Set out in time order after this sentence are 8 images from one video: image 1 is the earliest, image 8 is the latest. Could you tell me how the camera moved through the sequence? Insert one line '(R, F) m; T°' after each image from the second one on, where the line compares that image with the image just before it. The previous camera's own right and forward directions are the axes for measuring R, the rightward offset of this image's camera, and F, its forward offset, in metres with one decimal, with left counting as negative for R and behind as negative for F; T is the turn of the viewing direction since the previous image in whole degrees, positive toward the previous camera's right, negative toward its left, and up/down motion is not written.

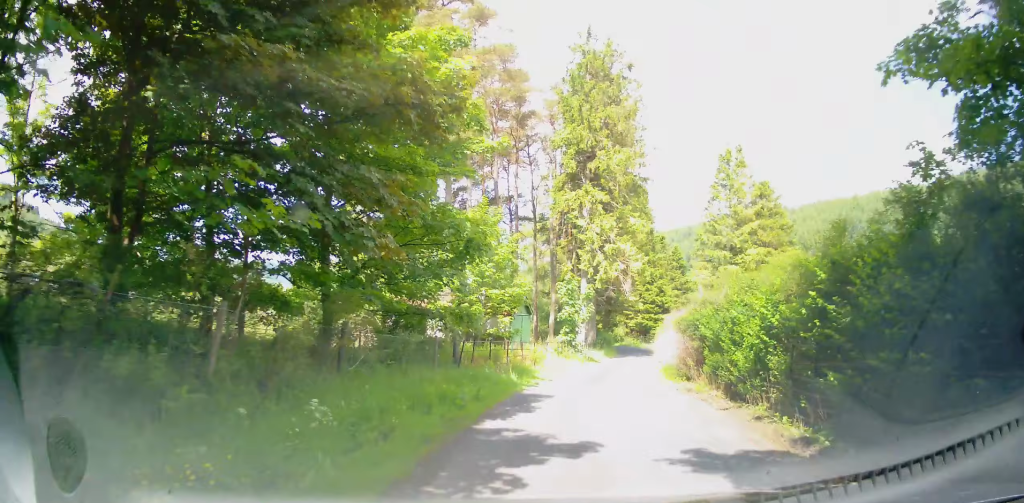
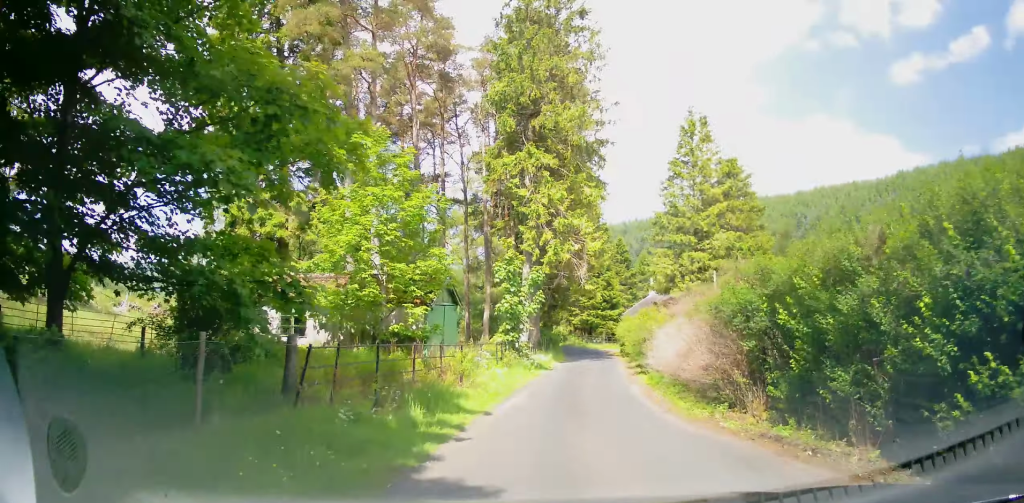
(+0.5, +8.0) m; +4°
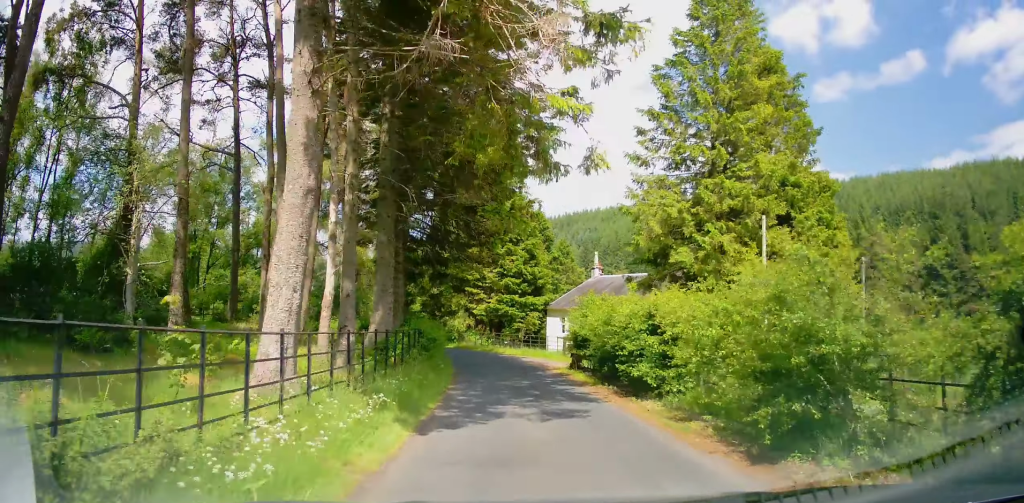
(+2.3, +23.0) m; +10°
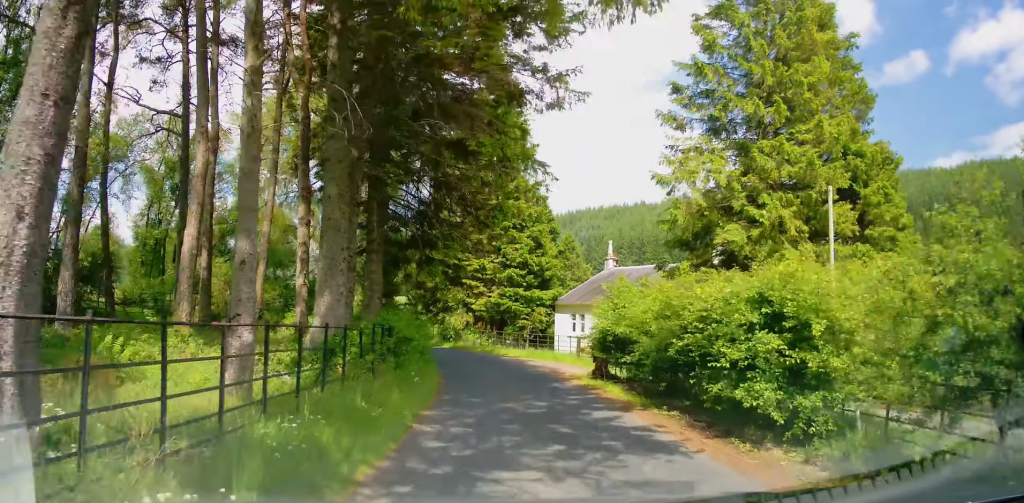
(0.0, +4.9) m; 0°
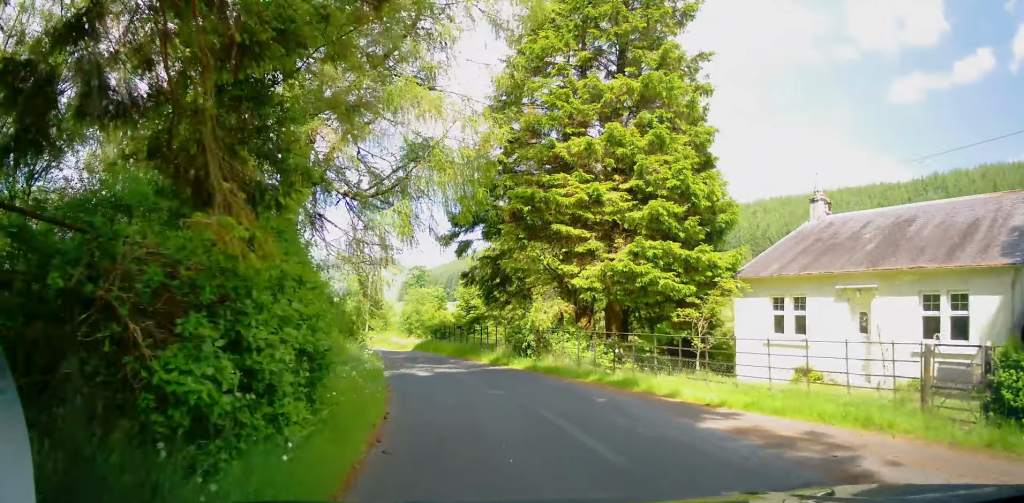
(-1.0, +19.9) m; -8°
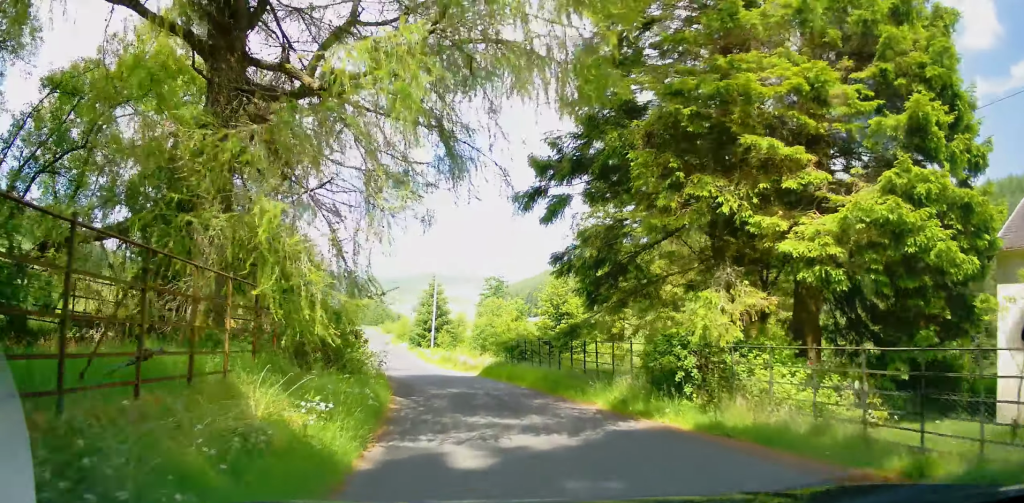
(-0.4, +9.7) m; -6°
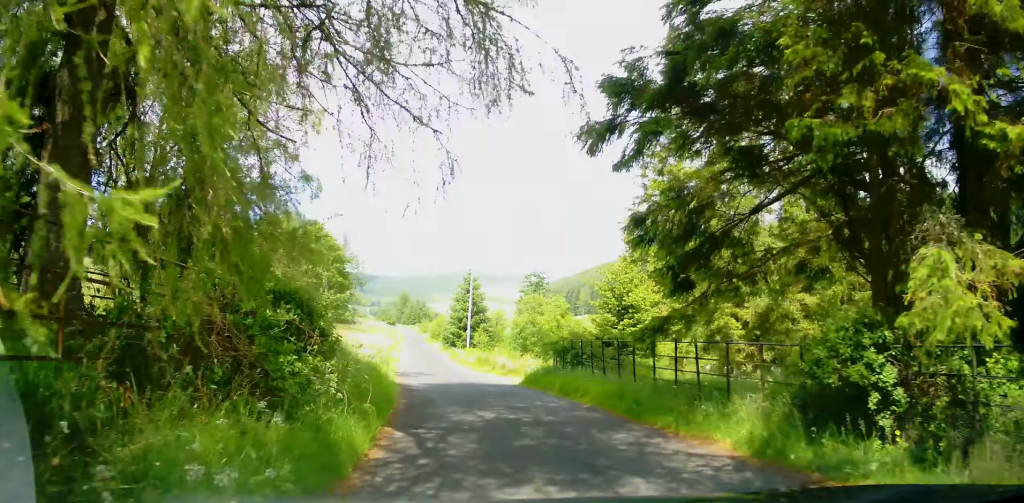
(+0.1, +4.7) m; -3°
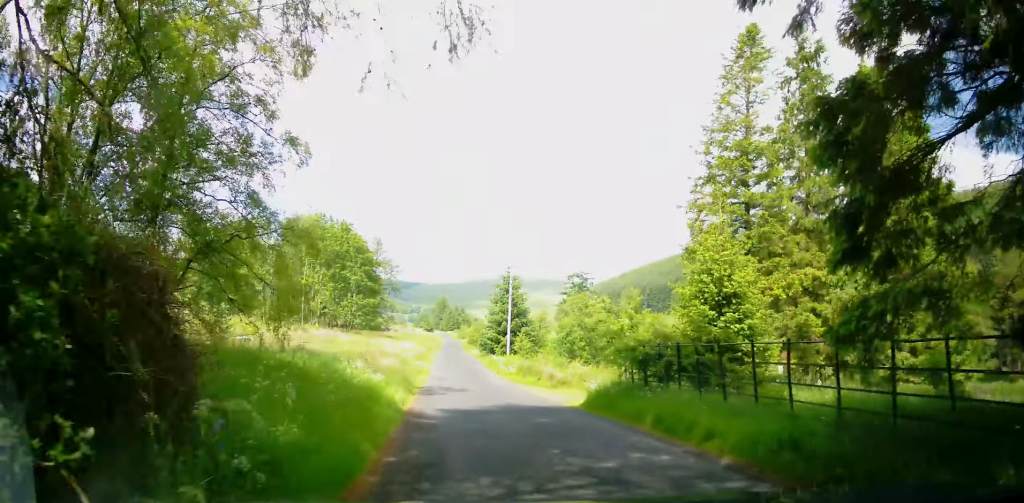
(-0.4, +5.4) m; -2°
